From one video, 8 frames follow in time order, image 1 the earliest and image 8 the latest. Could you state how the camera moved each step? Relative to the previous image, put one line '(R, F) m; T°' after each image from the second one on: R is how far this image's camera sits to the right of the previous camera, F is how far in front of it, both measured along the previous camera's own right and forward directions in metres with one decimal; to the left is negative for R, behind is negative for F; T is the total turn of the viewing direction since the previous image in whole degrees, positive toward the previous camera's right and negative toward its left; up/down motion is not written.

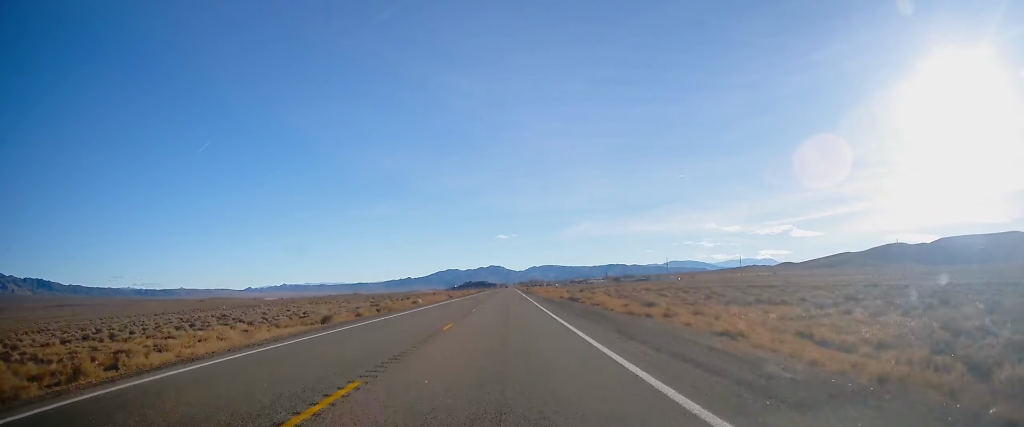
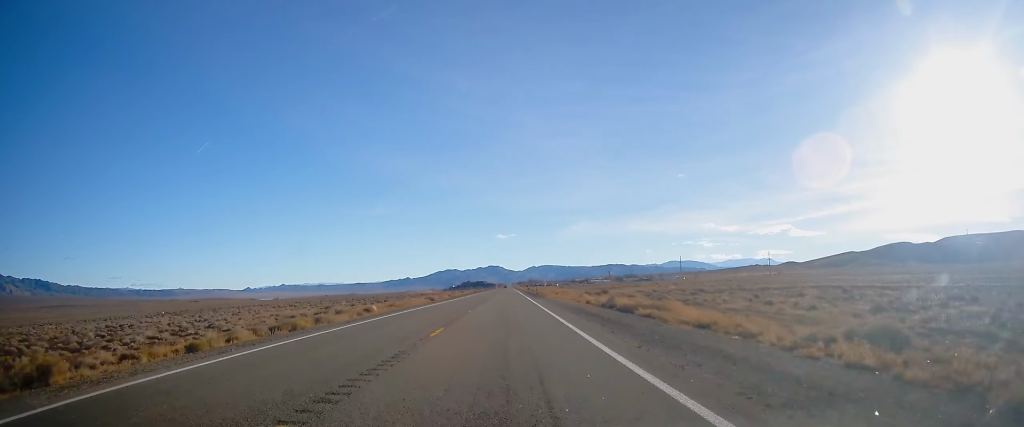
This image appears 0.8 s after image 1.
(0.0, +27.1) m; 0°
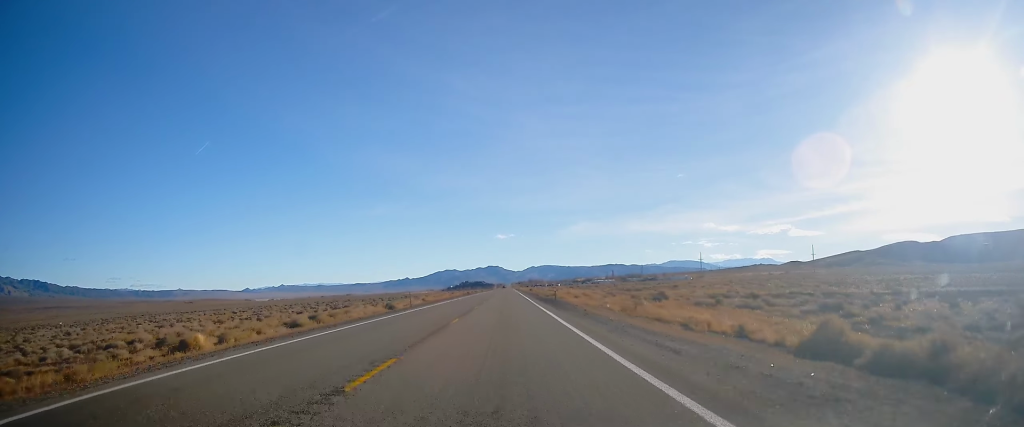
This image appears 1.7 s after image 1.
(+0.2, +31.6) m; 0°
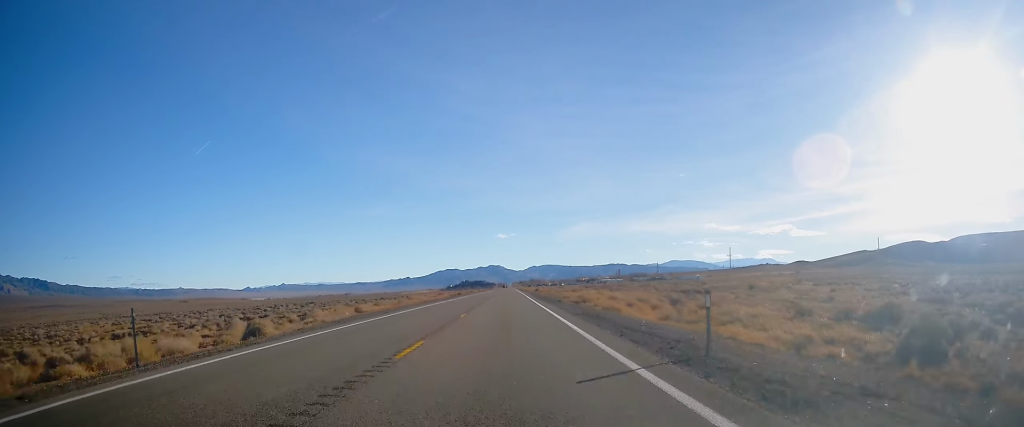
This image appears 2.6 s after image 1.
(0.0, +33.6) m; 0°
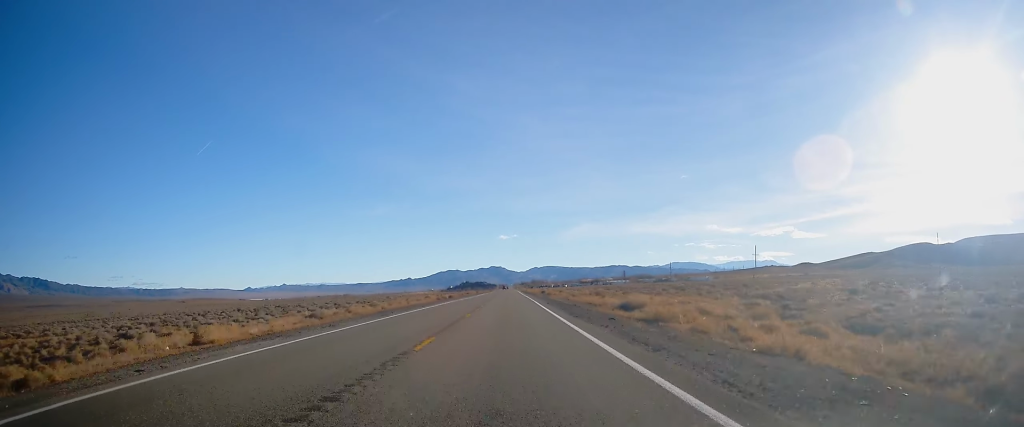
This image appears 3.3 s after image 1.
(-0.2, +23.2) m; 0°
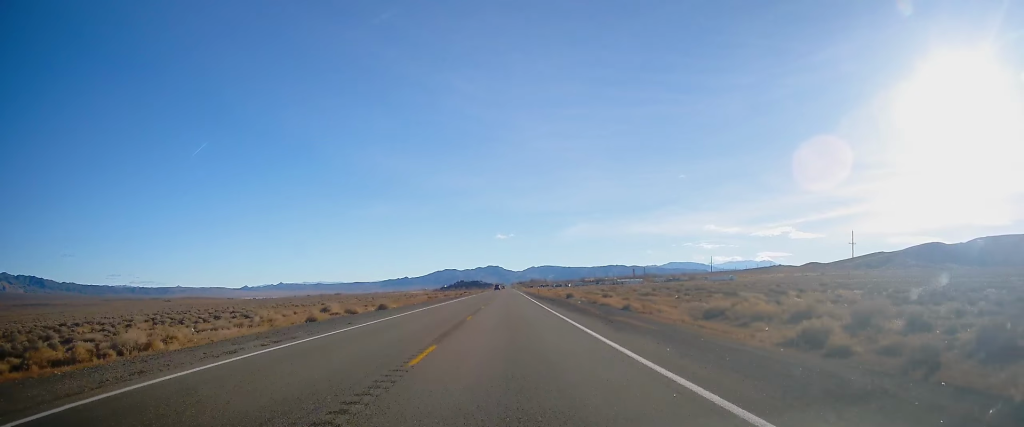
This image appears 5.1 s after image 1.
(0.0, +63.5) m; 0°
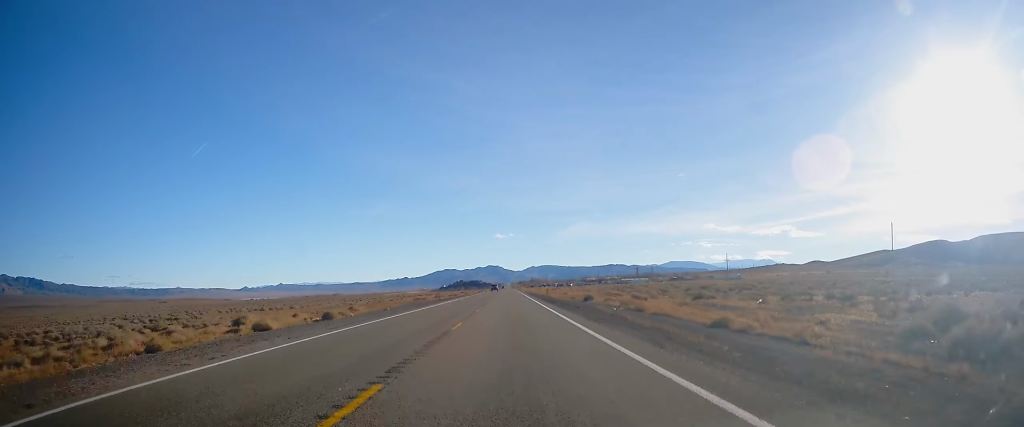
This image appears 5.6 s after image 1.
(0.0, +17.4) m; 0°
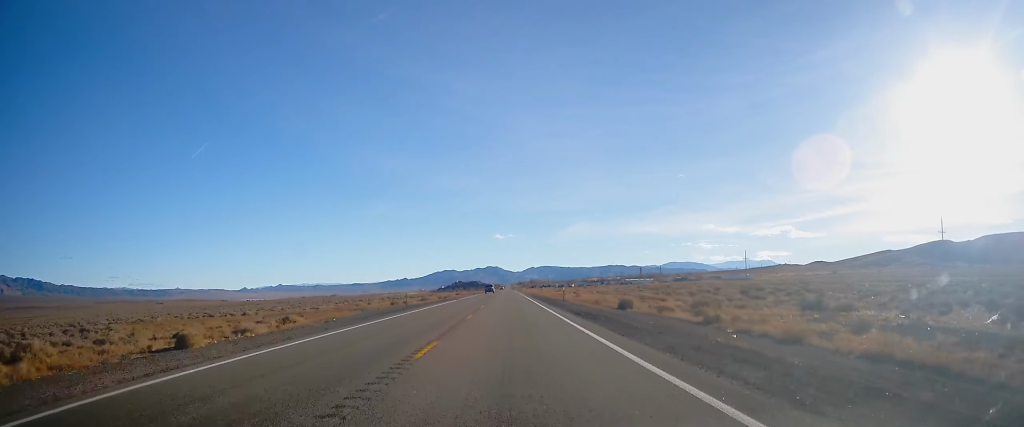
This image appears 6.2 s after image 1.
(0.0, +18.5) m; 0°
